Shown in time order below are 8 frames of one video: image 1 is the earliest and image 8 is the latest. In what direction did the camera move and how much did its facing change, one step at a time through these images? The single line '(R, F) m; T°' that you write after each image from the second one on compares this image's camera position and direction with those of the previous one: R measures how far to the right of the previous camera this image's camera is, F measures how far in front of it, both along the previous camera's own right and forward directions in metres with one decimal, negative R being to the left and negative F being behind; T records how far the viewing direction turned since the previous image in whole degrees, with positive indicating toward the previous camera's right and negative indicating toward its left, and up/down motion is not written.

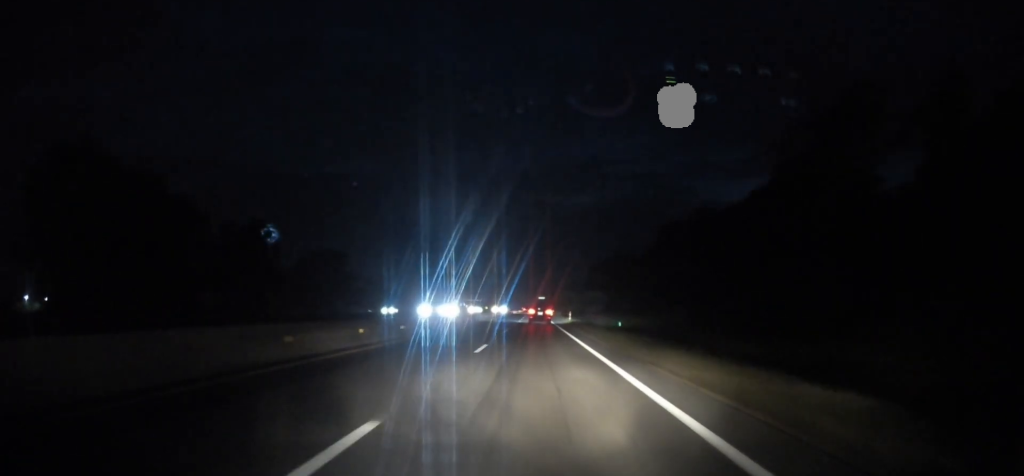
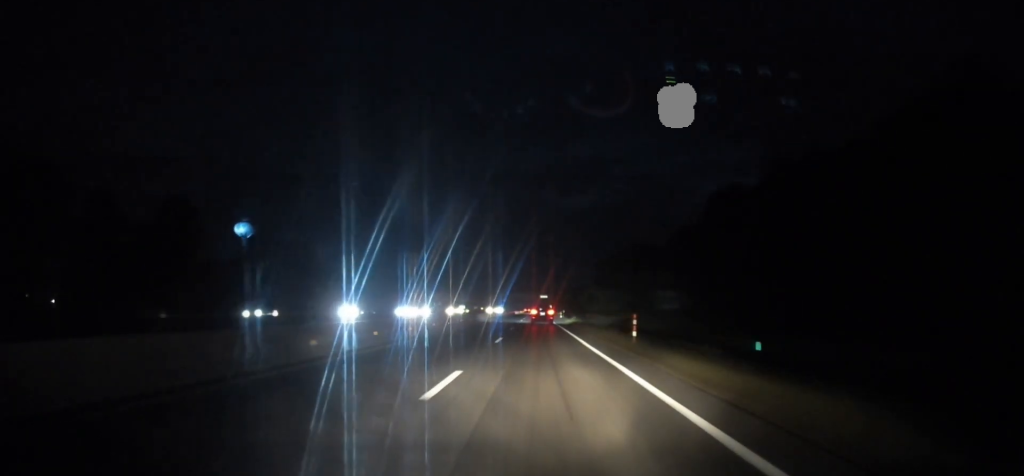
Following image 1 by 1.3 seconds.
(-0.1, +39.6) m; 0°
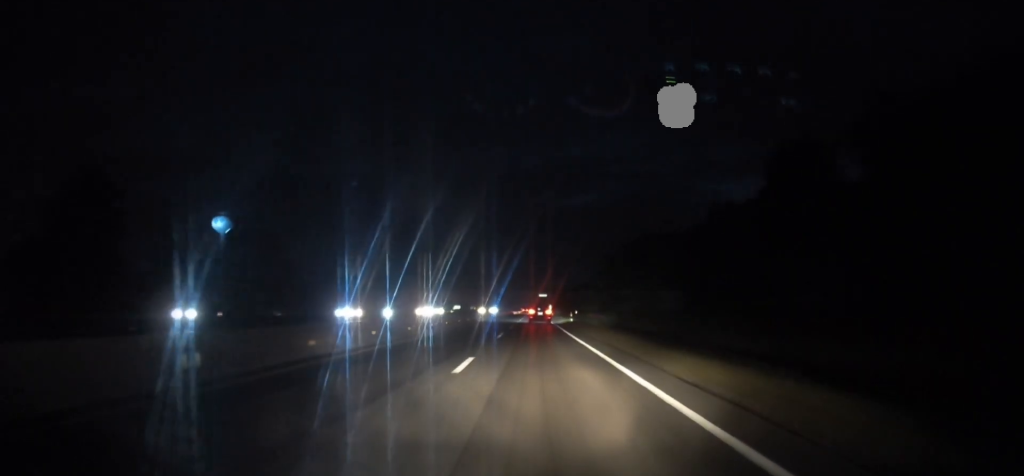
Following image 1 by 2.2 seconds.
(0.0, +26.7) m; 0°
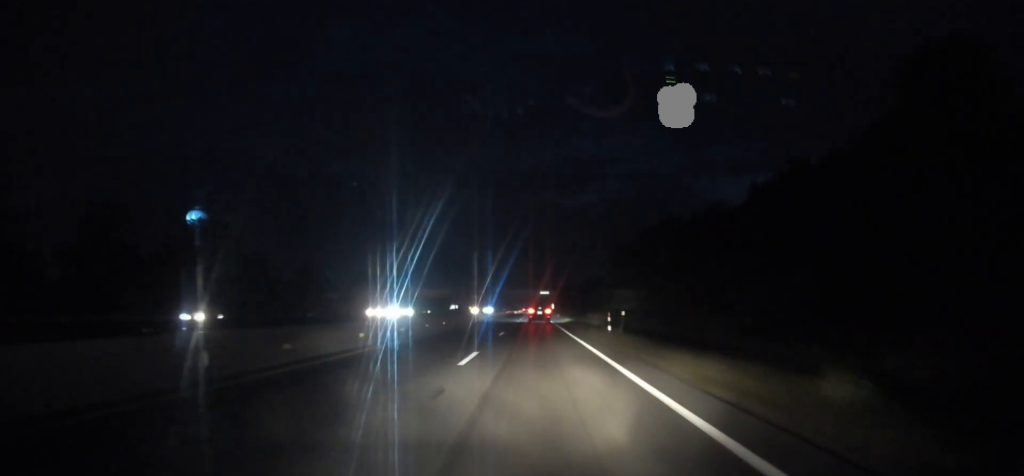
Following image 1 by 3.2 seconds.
(0.0, +28.2) m; 0°
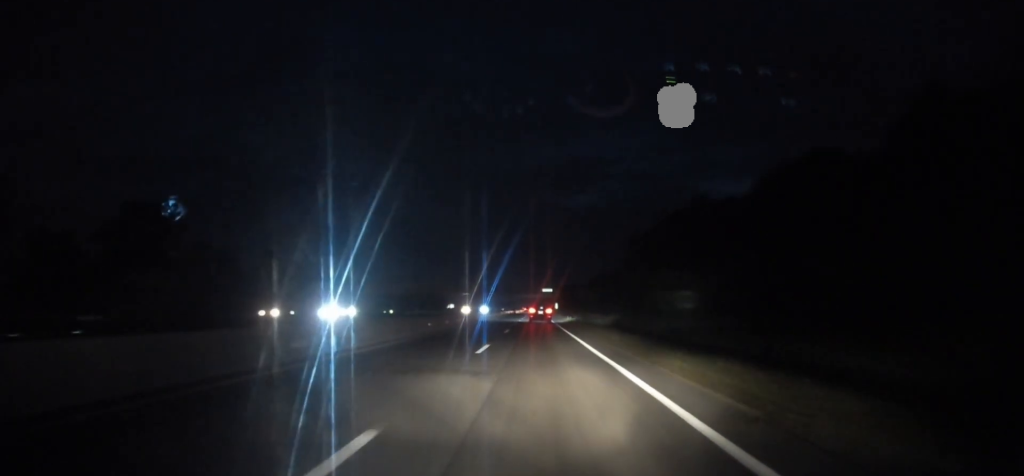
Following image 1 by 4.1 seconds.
(-0.1, +26.3) m; 0°
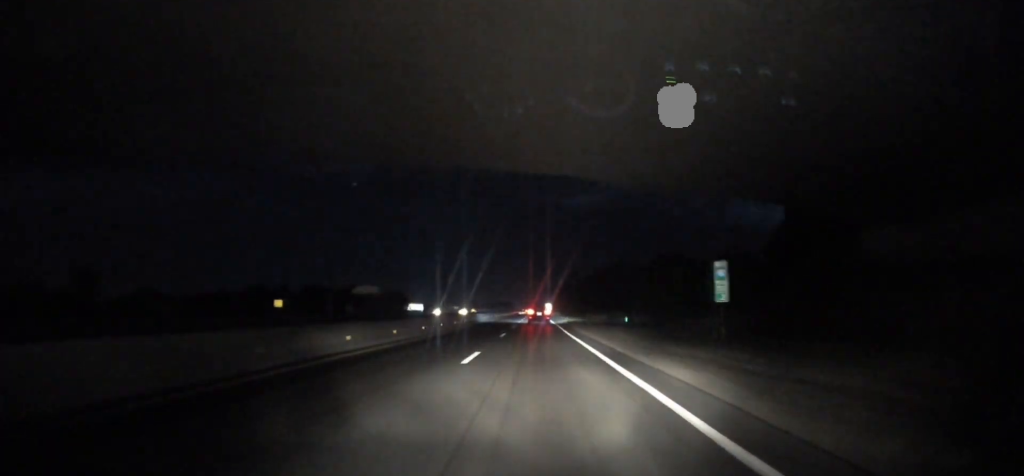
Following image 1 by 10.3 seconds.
(+0.5, +169.8) m; 0°
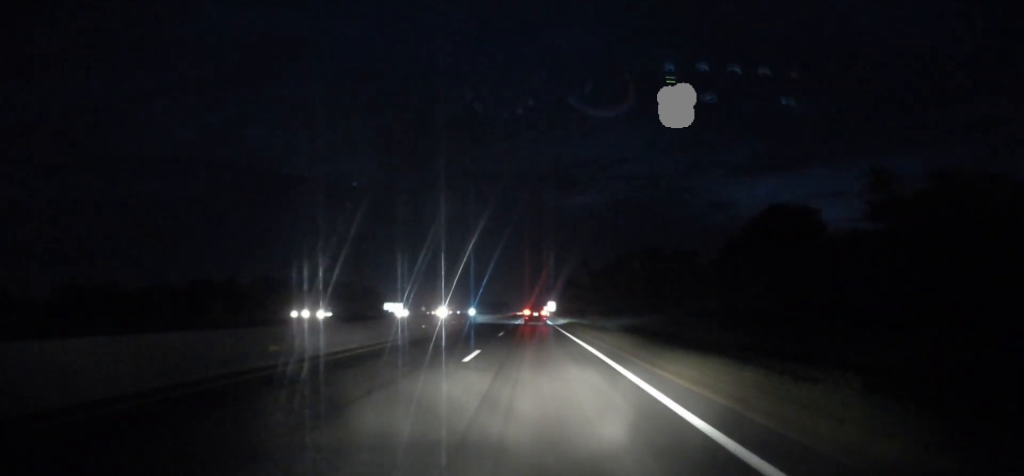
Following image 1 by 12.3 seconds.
(-0.1, +60.6) m; 0°
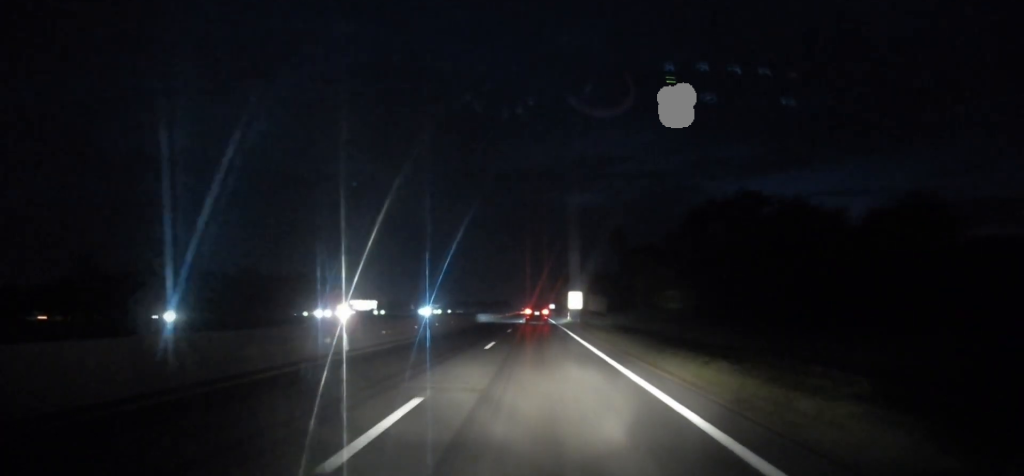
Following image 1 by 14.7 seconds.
(-0.1, +77.8) m; 0°
